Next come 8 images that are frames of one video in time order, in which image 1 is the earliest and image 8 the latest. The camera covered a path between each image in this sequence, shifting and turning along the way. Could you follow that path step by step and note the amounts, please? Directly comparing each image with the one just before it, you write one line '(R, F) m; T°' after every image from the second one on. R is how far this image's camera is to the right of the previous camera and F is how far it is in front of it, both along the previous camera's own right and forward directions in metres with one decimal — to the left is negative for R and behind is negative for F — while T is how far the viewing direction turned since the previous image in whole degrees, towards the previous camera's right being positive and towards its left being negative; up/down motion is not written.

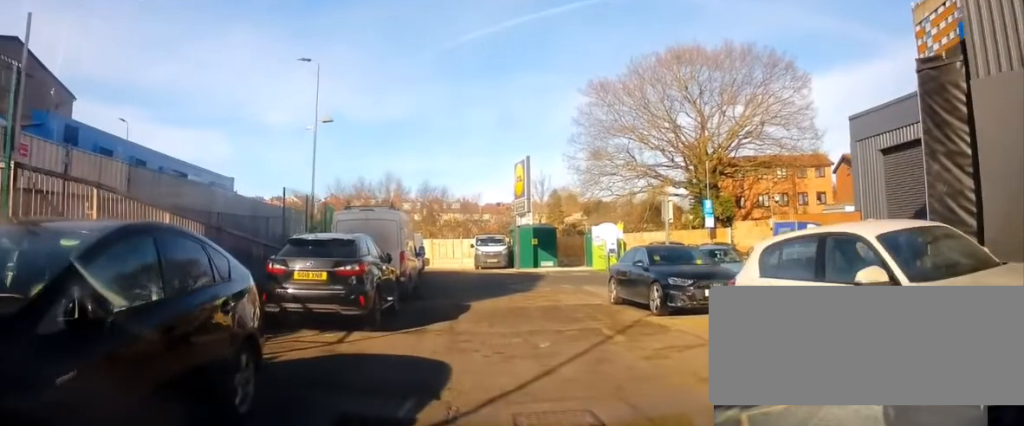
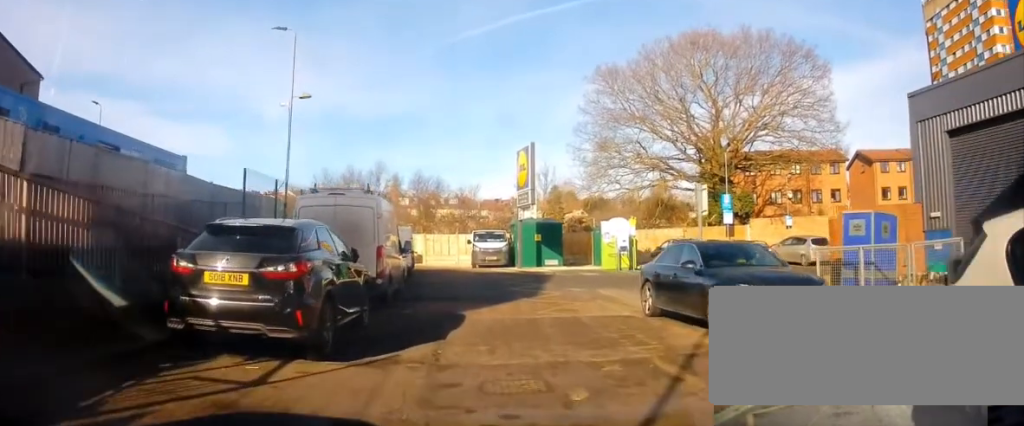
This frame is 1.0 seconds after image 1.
(+0.2, +2.9) m; +3°
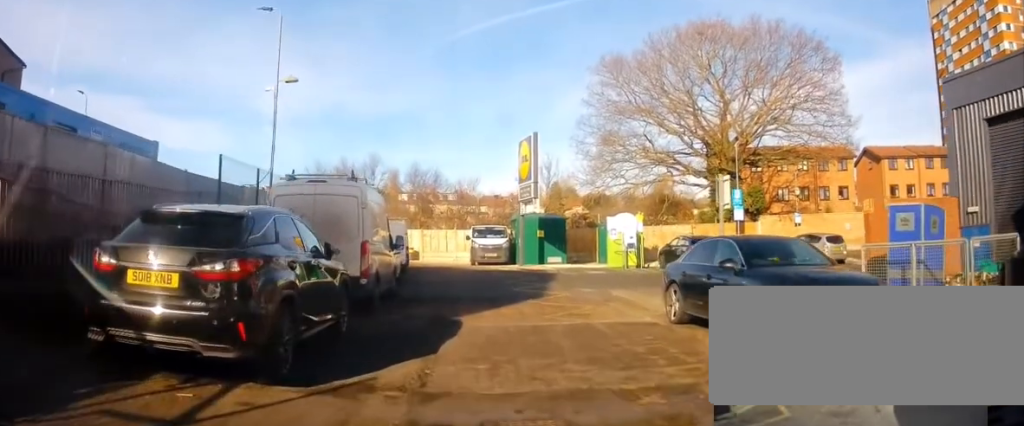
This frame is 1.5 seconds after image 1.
(0.0, +1.4) m; -2°
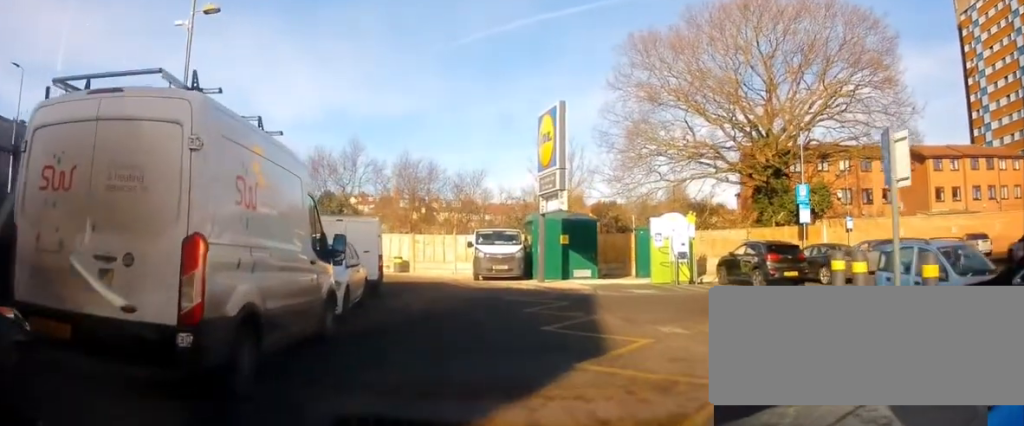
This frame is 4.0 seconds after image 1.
(+0.1, +7.1) m; +9°
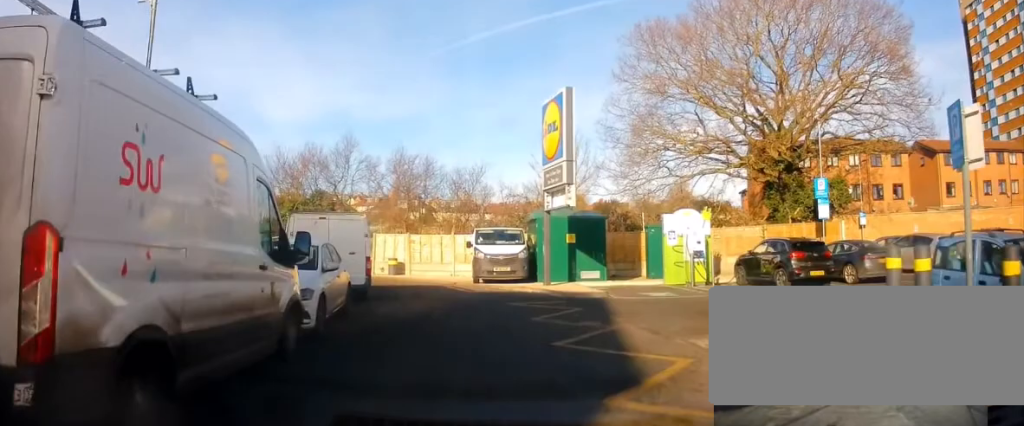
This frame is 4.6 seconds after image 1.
(+0.1, +1.6) m; -4°
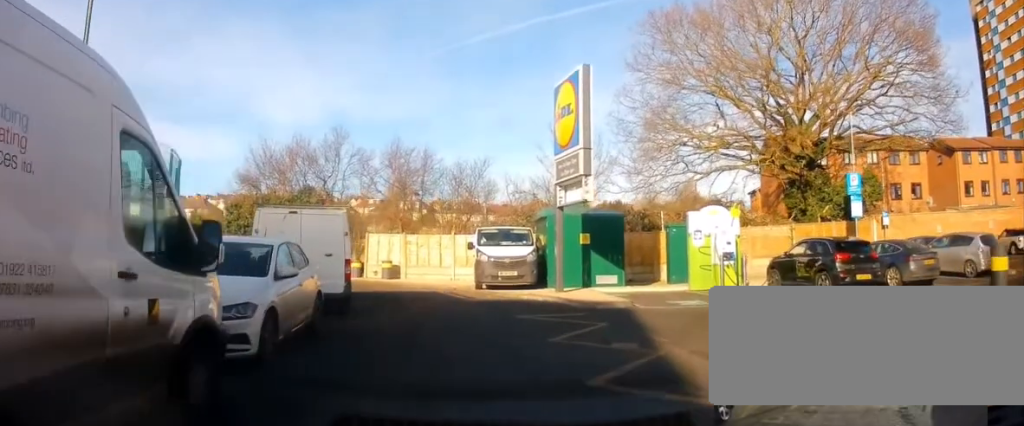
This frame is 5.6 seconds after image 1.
(-0.3, +2.2) m; -5°
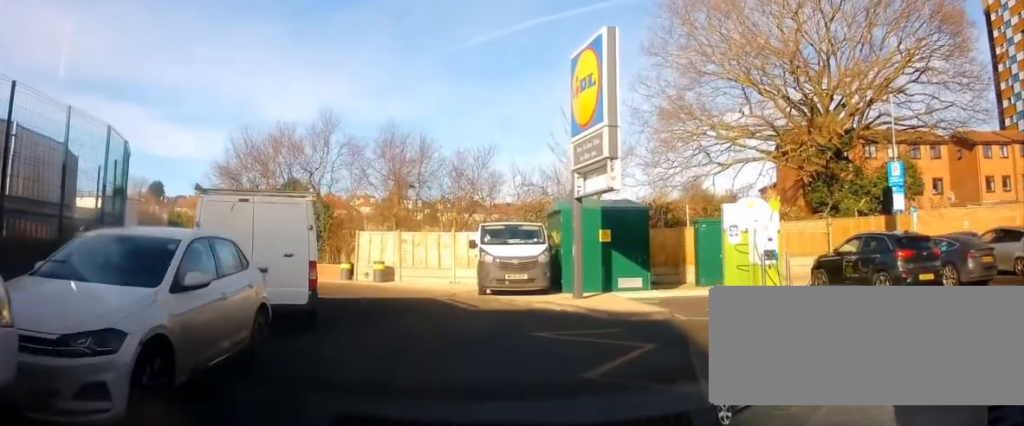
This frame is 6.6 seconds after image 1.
(+0.1, +2.5) m; +3°
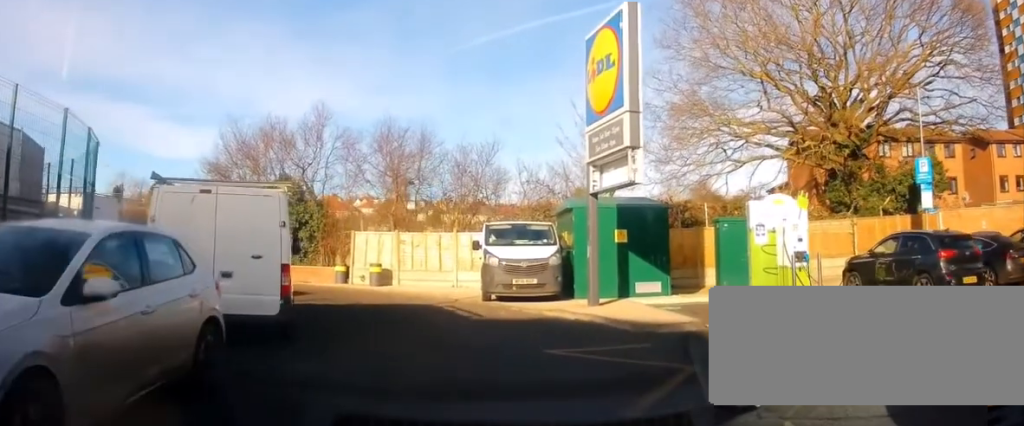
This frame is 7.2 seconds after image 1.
(0.0, +1.4) m; +1°
